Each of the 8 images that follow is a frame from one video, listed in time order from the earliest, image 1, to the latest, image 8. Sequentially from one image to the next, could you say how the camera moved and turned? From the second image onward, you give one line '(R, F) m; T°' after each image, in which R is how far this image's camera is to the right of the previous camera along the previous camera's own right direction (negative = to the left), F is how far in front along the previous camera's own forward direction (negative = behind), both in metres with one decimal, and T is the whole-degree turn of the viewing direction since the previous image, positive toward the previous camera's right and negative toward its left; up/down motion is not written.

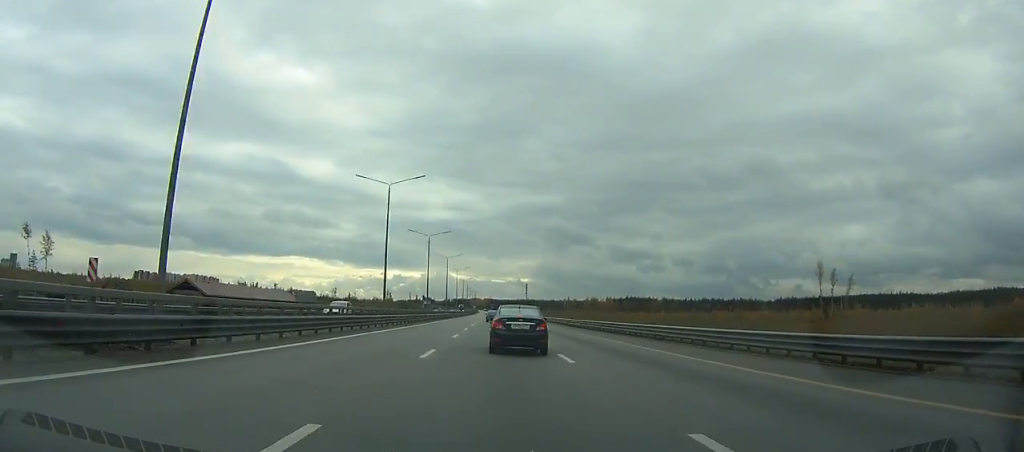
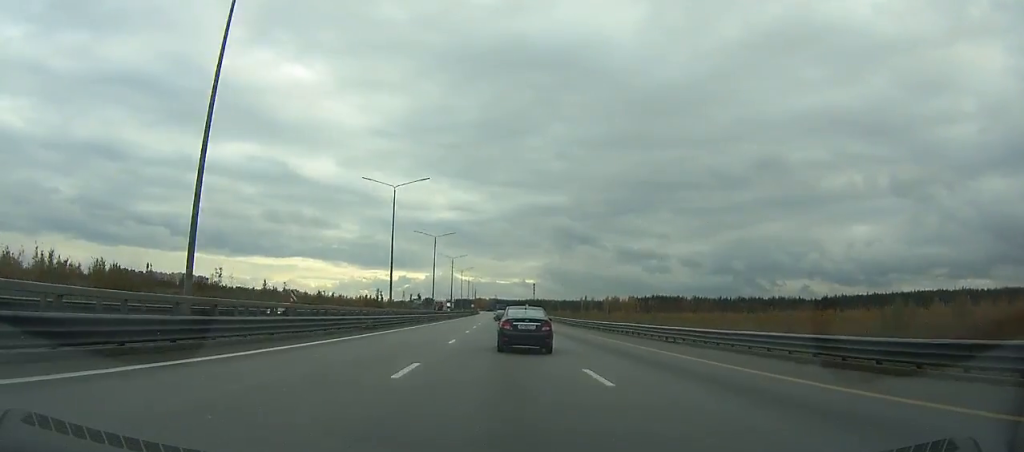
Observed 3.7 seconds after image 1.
(-0.3, +93.5) m; 0°
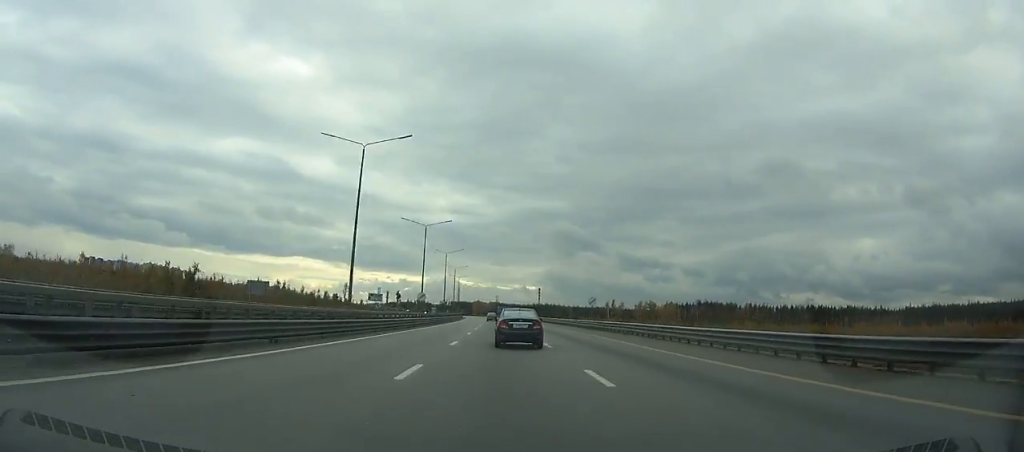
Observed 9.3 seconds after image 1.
(-0.7, +134.9) m; -1°
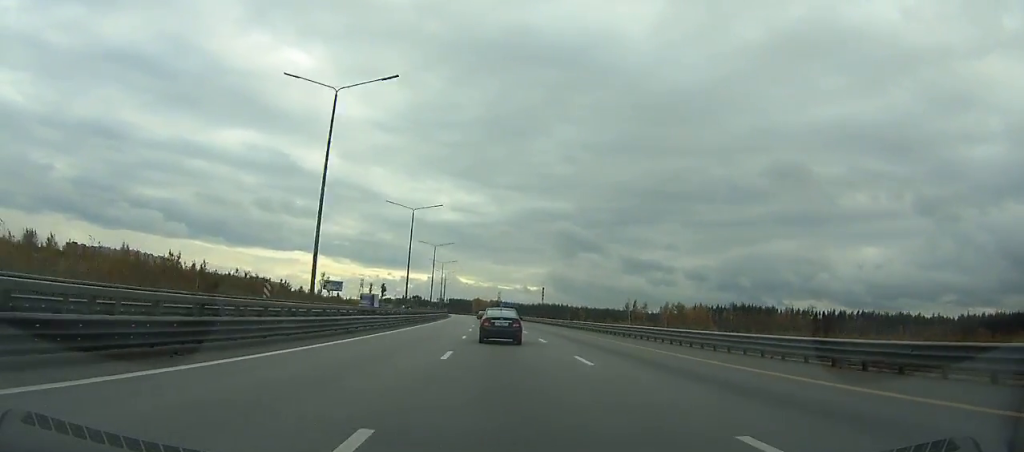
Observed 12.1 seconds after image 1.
(-0.3, +67.8) m; -1°
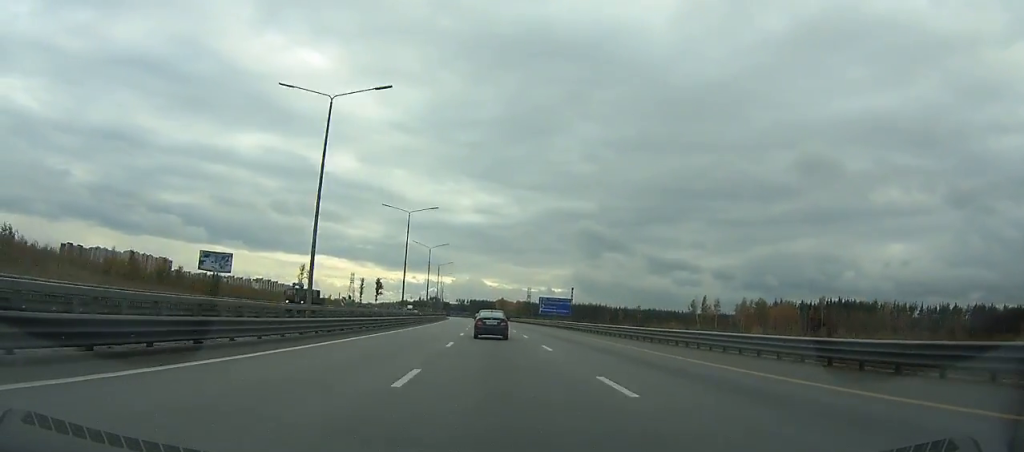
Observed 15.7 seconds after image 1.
(-0.9, +89.8) m; -2°
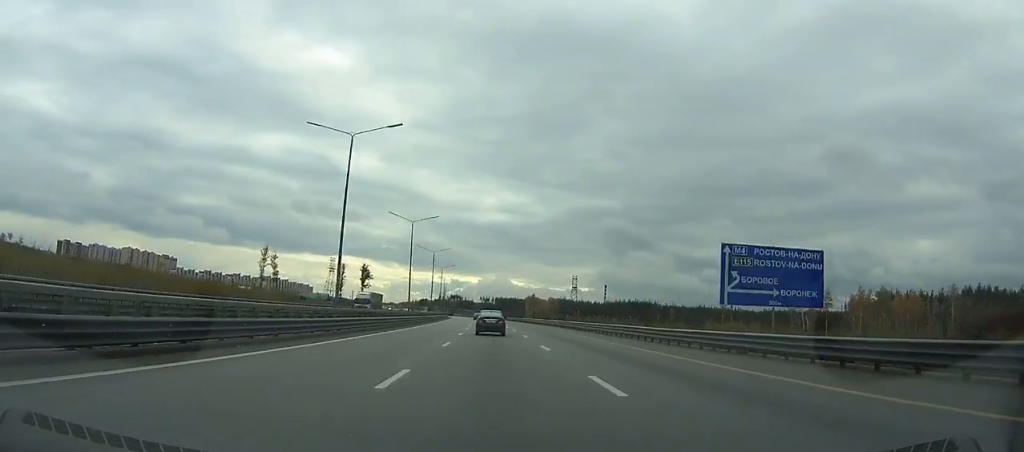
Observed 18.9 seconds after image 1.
(-2.2, +83.8) m; -2°
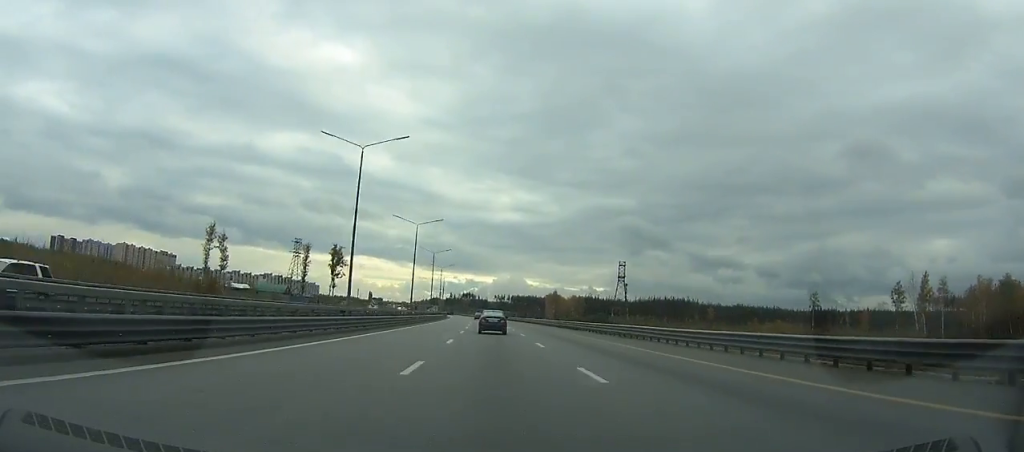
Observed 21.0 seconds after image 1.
(-0.1, +57.3) m; -1°
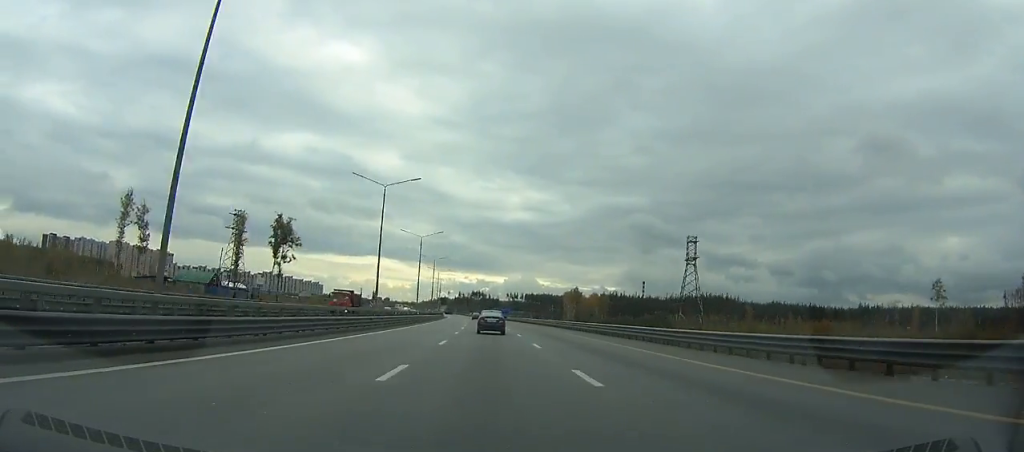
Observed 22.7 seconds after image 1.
(-0.2, +47.1) m; -1°
